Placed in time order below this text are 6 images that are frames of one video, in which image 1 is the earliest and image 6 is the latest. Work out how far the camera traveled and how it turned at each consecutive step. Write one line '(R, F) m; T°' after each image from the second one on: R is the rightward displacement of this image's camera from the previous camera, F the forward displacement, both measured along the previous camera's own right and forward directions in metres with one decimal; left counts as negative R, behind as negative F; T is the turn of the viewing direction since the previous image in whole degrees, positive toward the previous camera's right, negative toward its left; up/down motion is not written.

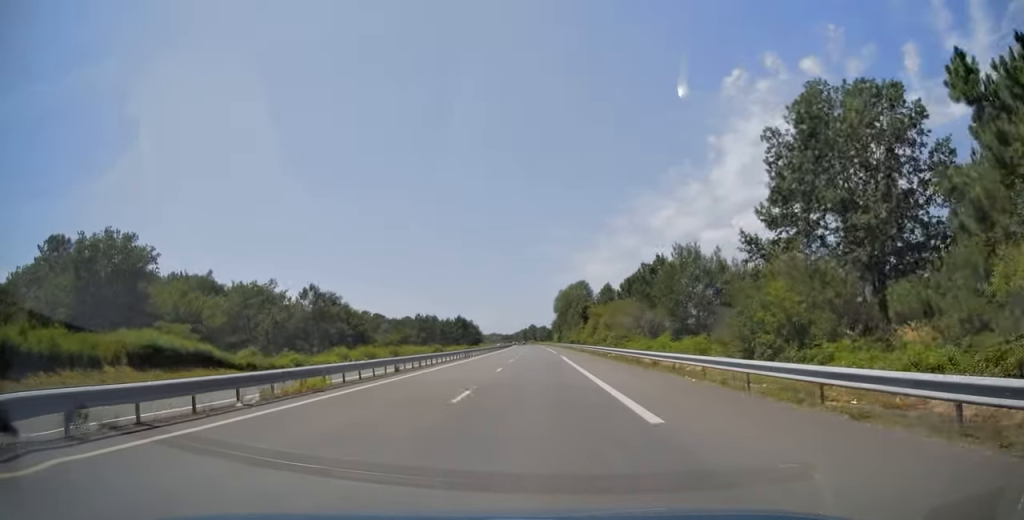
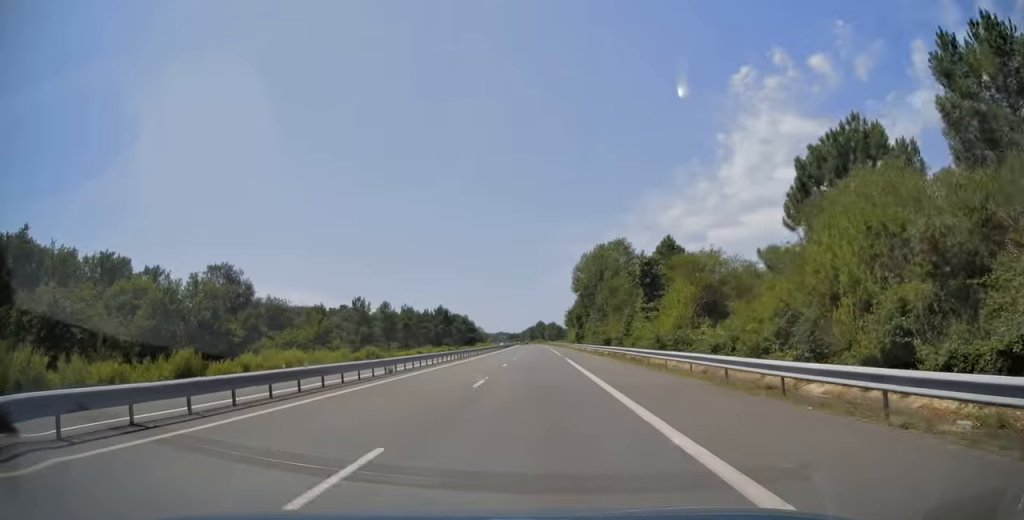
(-0.9, +62.1) m; -1°
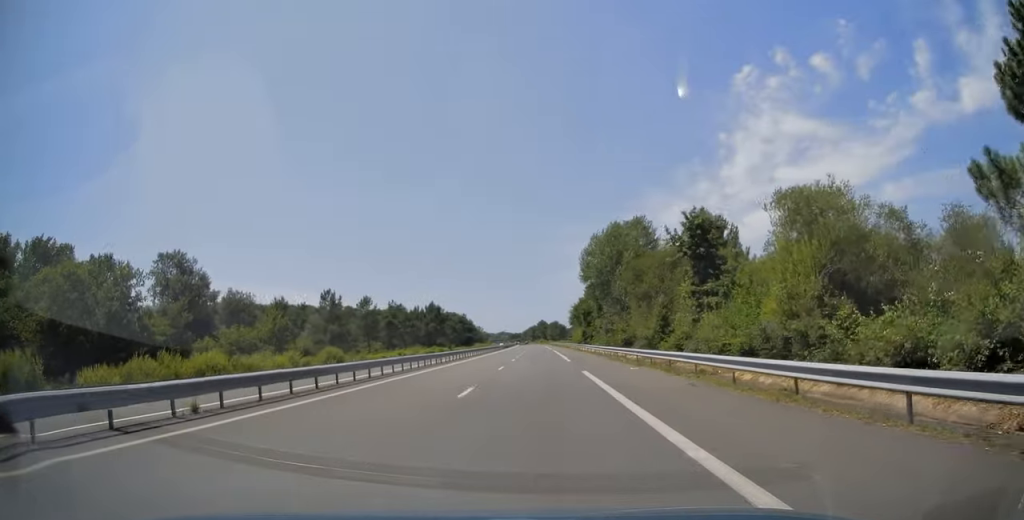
(0.0, +16.6) m; 0°
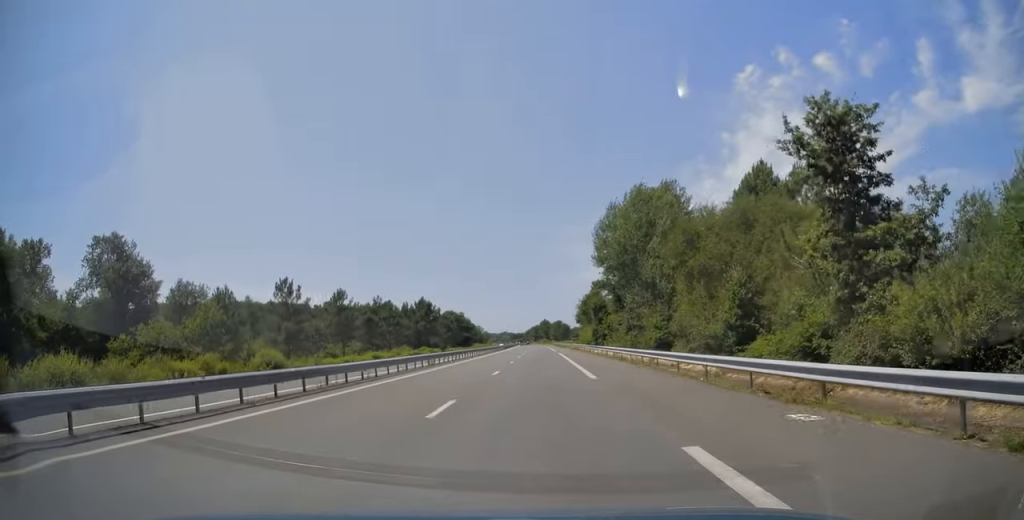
(+0.1, +17.1) m; 0°
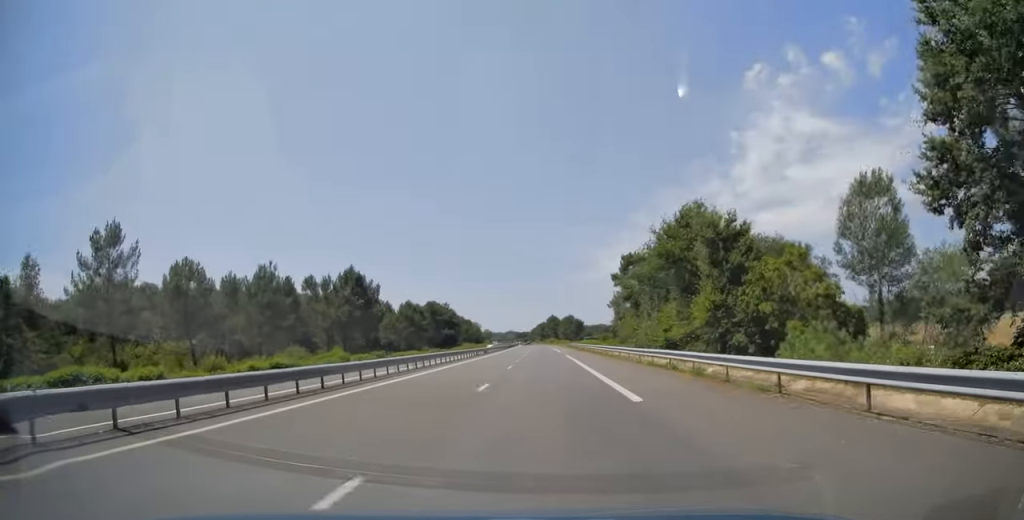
(-0.2, +60.9) m; -1°
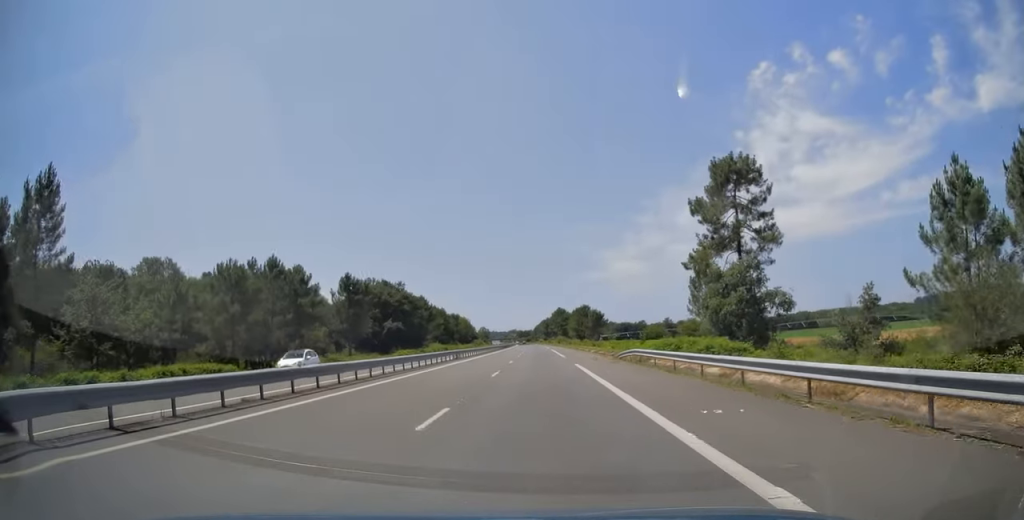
(-0.2, +73.7) m; 0°
